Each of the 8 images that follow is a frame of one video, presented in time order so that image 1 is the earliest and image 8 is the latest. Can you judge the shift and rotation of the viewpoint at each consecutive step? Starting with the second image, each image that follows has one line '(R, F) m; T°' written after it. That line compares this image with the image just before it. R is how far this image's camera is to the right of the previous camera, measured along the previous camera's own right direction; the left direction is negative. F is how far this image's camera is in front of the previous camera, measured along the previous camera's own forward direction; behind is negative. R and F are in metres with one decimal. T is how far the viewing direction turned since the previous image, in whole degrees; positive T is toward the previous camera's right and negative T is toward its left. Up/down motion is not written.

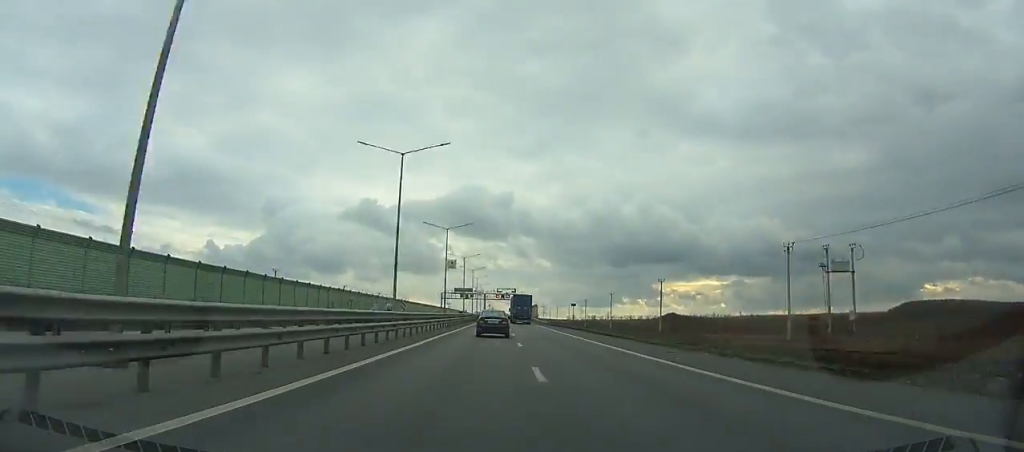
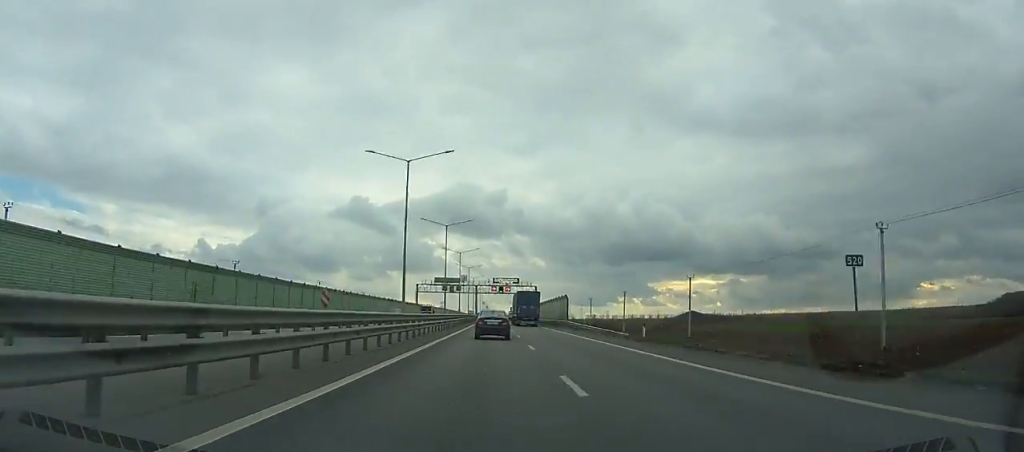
(-0.6, +61.1) m; 0°
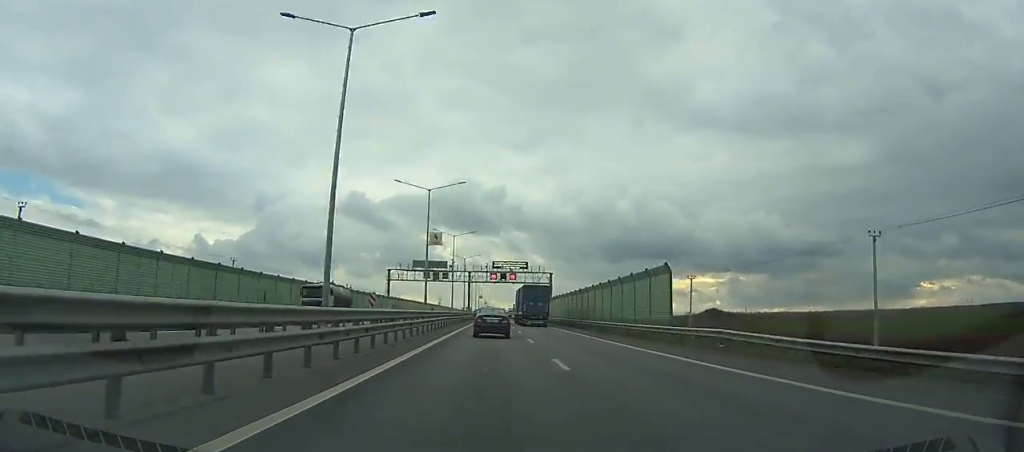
(+0.3, +42.8) m; 0°
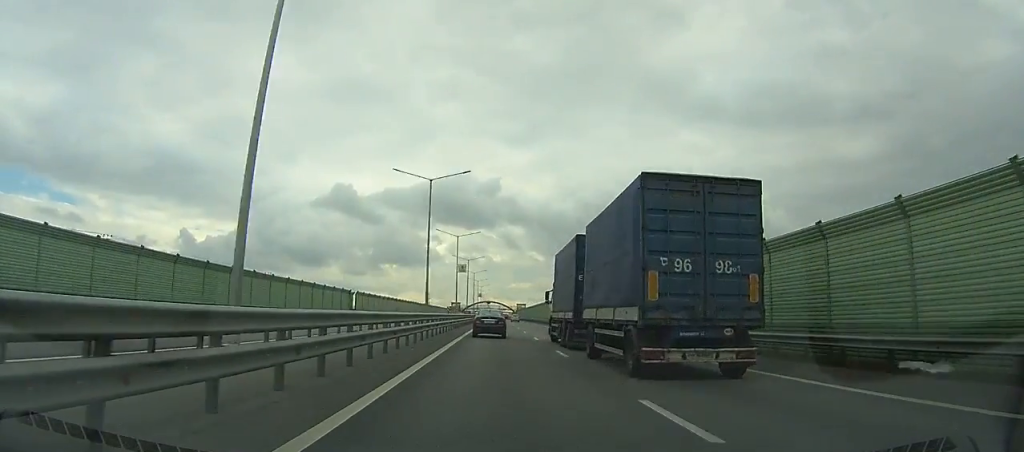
(+0.6, +214.7) m; 0°
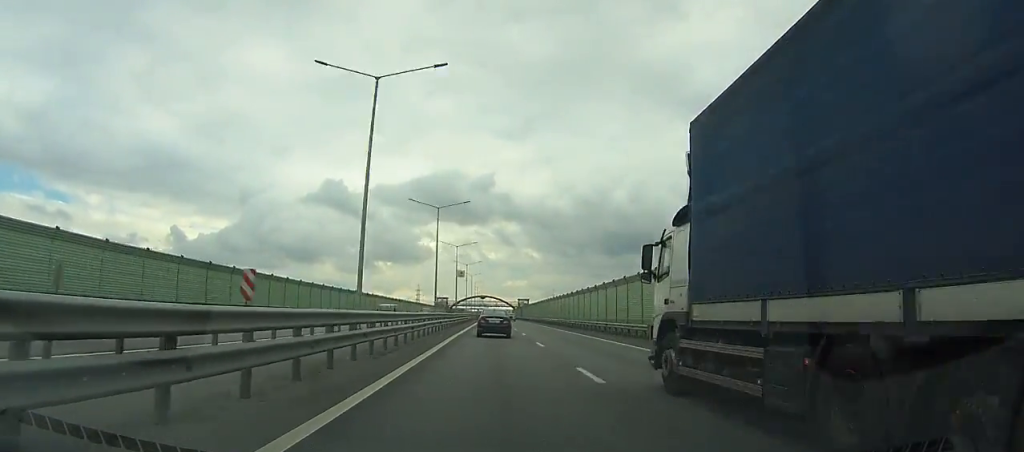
(+0.1, +77.9) m; 0°
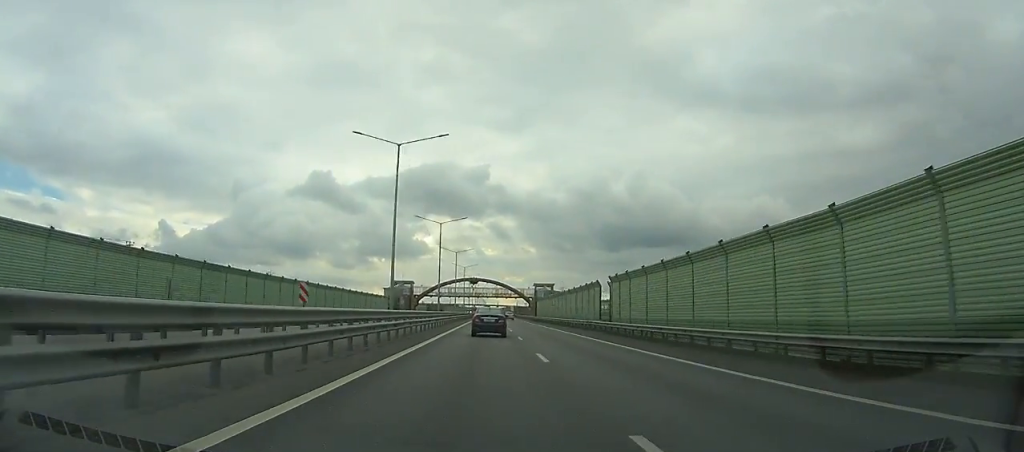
(0.0, +138.8) m; 0°
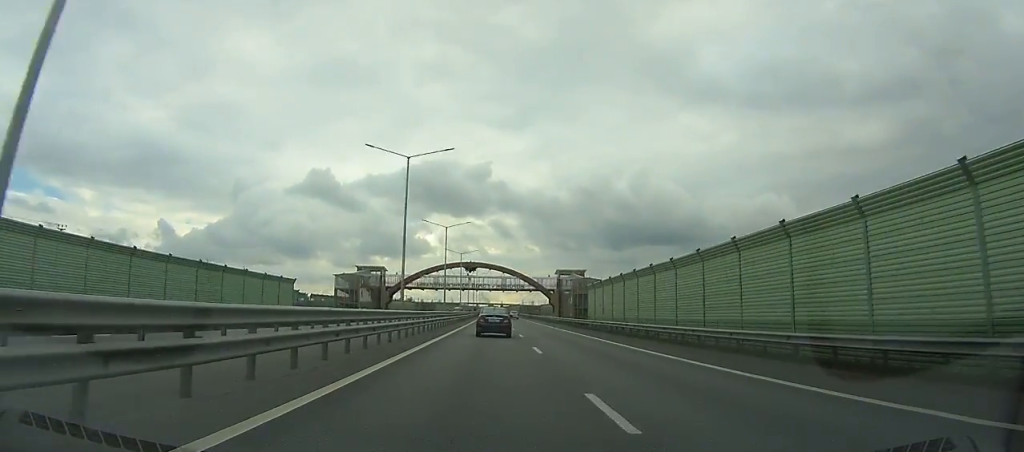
(0.0, +57.4) m; 0°
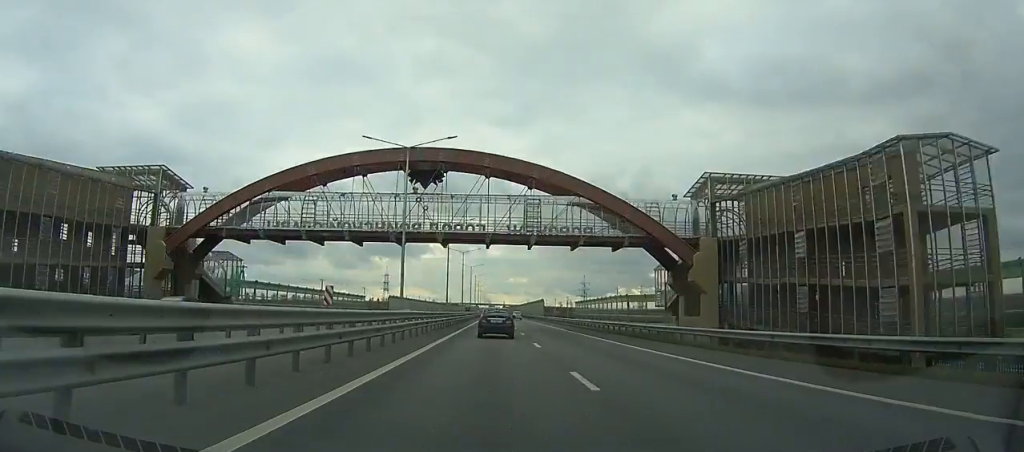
(-0.1, +92.9) m; 0°
